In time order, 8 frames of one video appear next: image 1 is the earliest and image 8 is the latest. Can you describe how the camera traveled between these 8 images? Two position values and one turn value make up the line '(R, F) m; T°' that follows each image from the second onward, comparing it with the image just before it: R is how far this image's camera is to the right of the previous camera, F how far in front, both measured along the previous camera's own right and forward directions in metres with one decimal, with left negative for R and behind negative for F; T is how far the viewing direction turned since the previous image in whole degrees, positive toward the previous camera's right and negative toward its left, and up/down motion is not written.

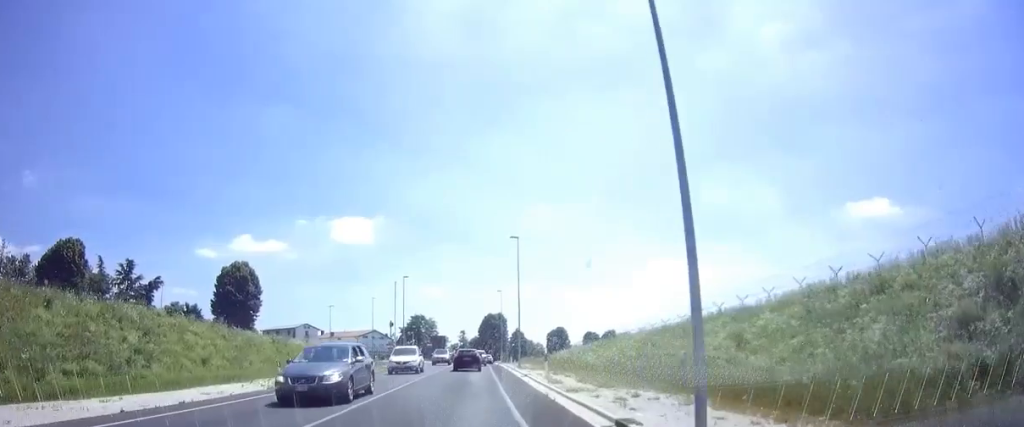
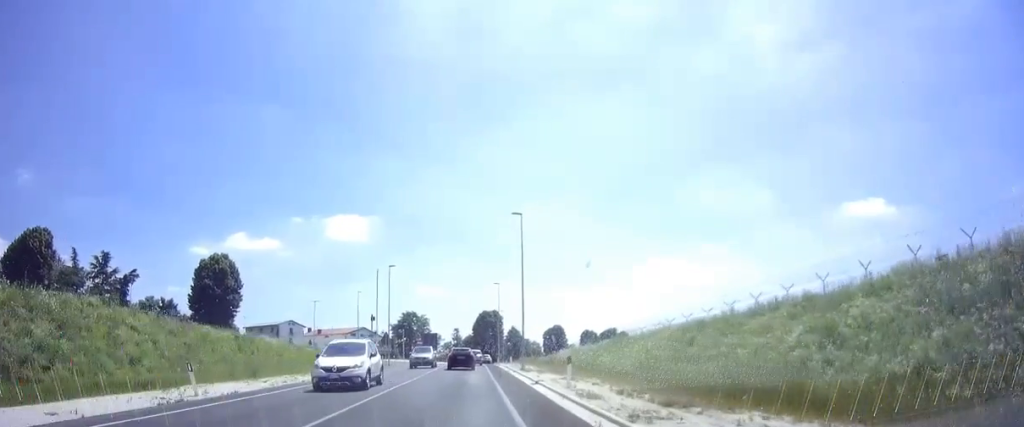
(+0.1, +7.1) m; 0°
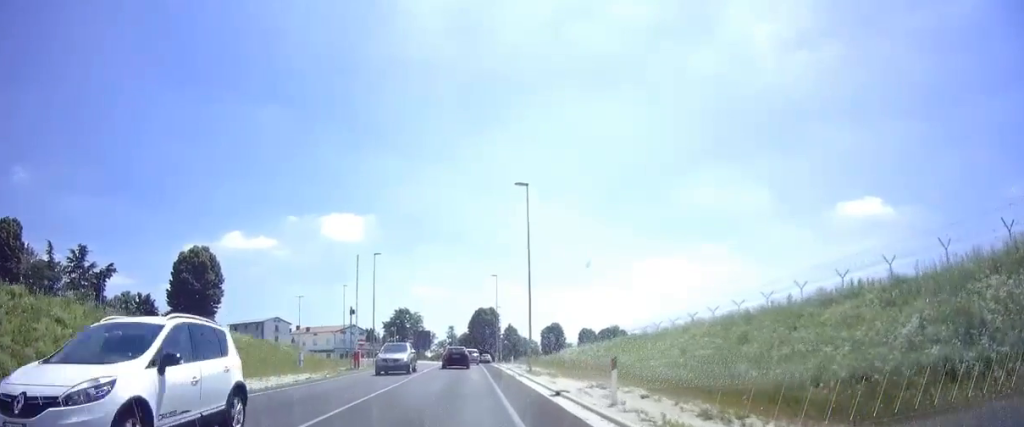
(+0.1, +6.2) m; 0°
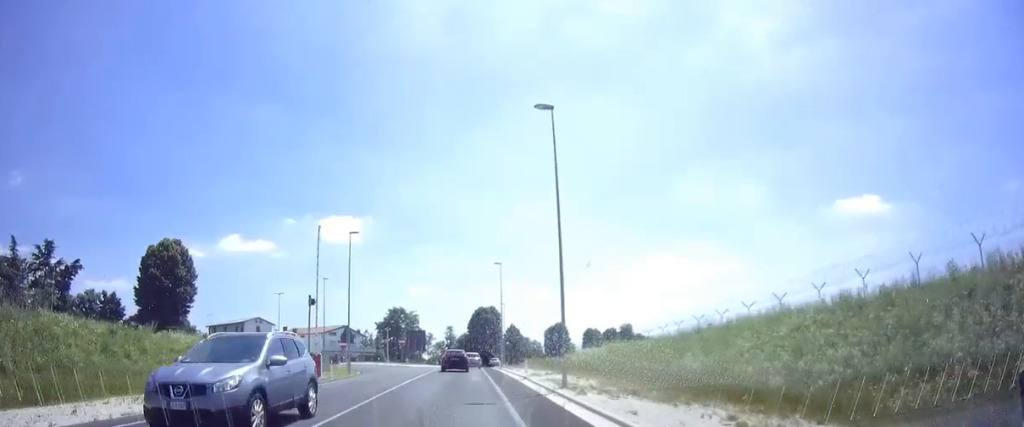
(-0.1, +9.9) m; 0°
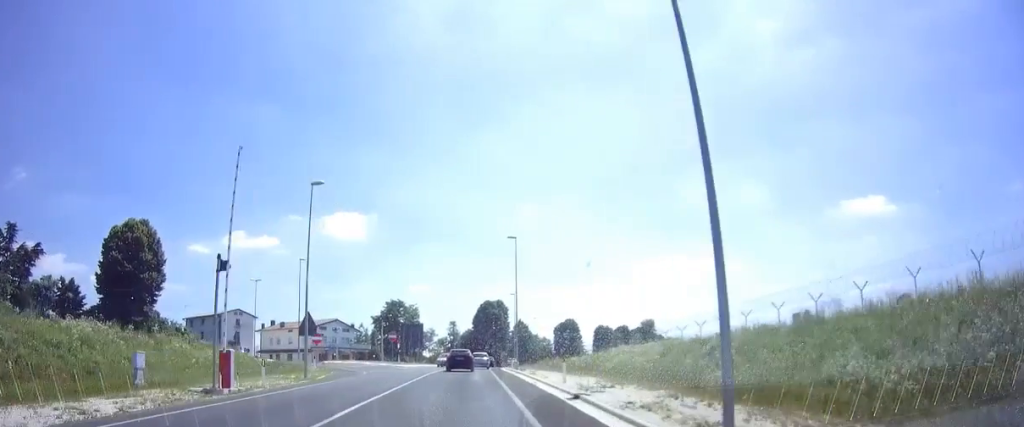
(0.0, +11.3) m; 0°
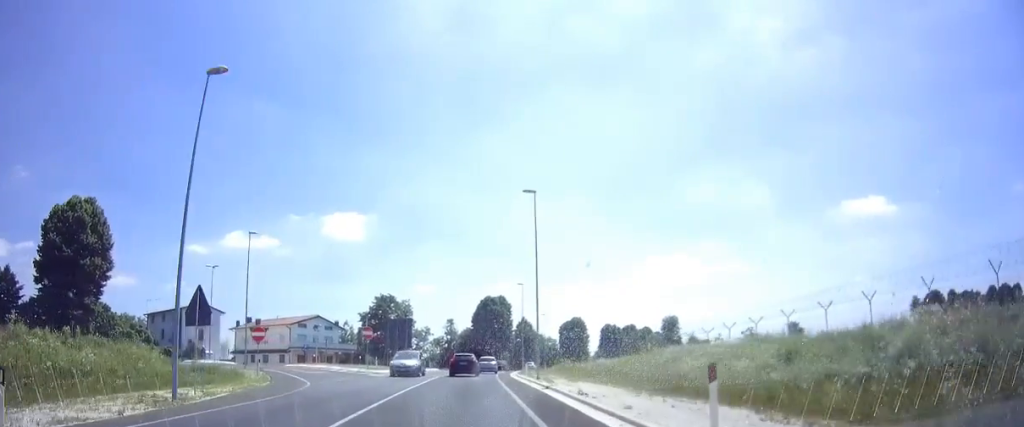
(0.0, +13.2) m; 0°
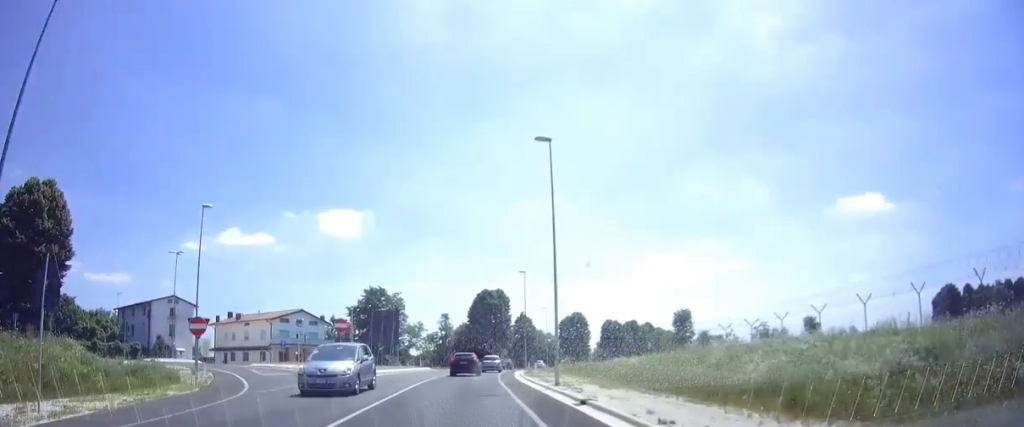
(0.0, +7.7) m; 0°
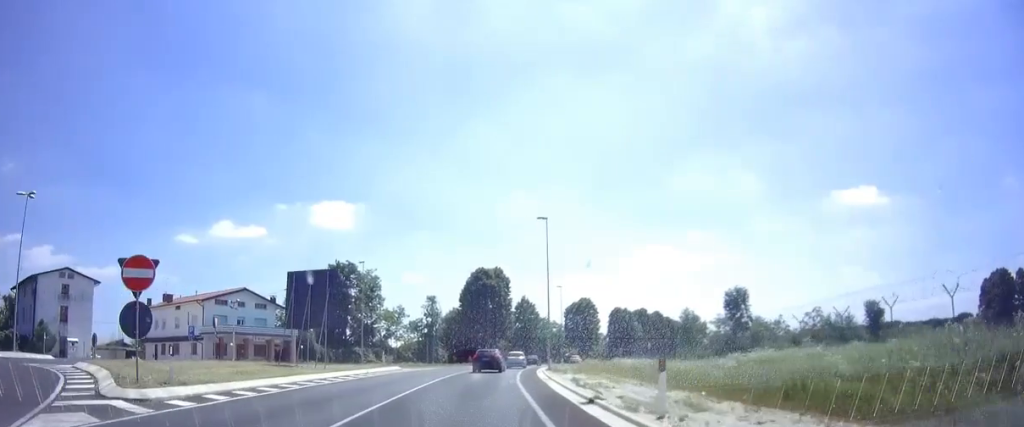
(+0.2, +20.2) m; +1°
